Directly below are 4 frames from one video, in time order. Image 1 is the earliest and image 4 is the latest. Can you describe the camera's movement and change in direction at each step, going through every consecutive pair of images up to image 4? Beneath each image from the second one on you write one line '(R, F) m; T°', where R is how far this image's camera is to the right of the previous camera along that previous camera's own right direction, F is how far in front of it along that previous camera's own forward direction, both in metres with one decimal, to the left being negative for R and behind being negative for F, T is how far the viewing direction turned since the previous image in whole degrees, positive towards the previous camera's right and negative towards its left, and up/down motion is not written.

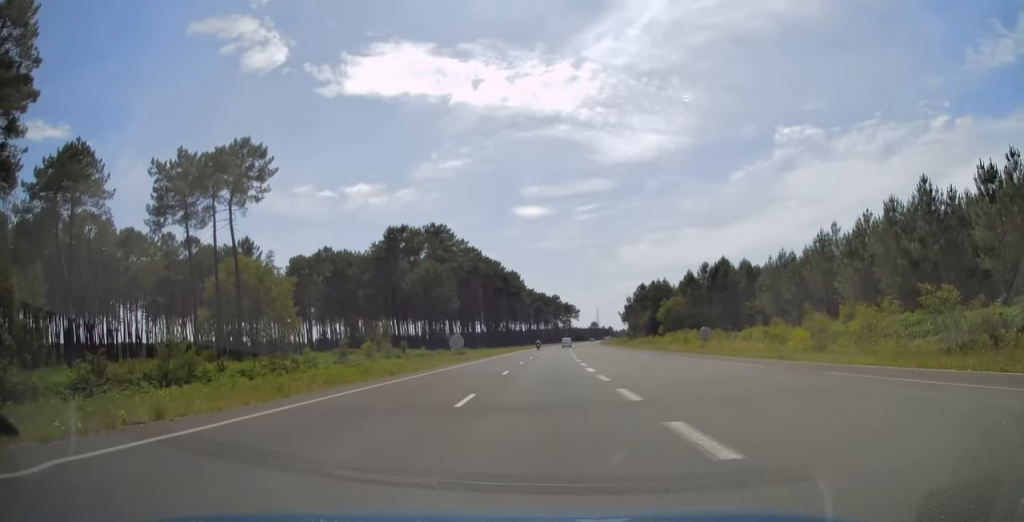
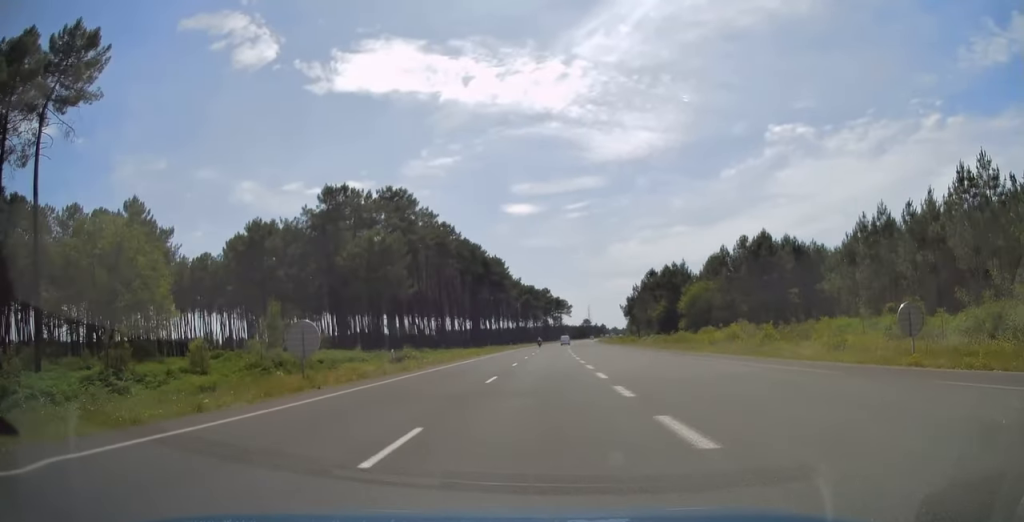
(+0.4, +32.1) m; +1°
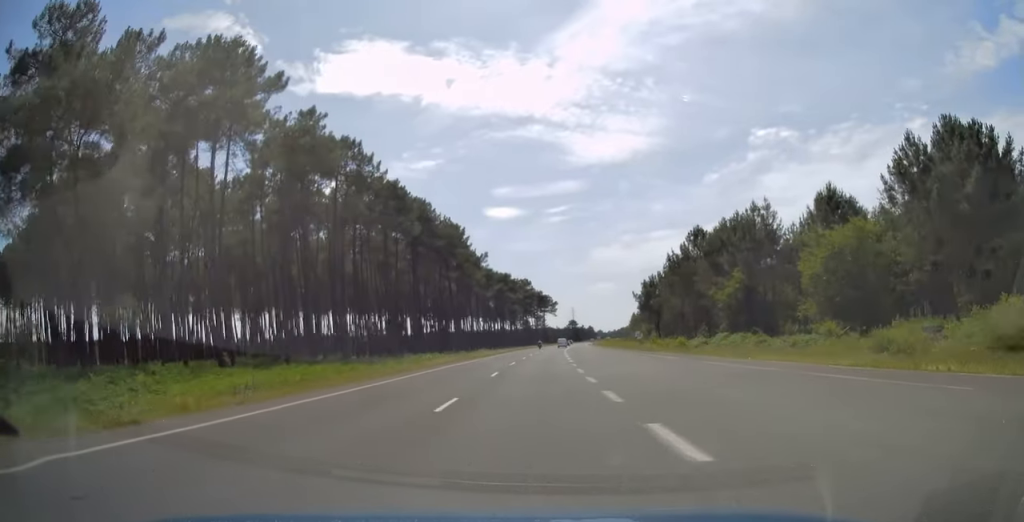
(+0.9, +59.0) m; +1°
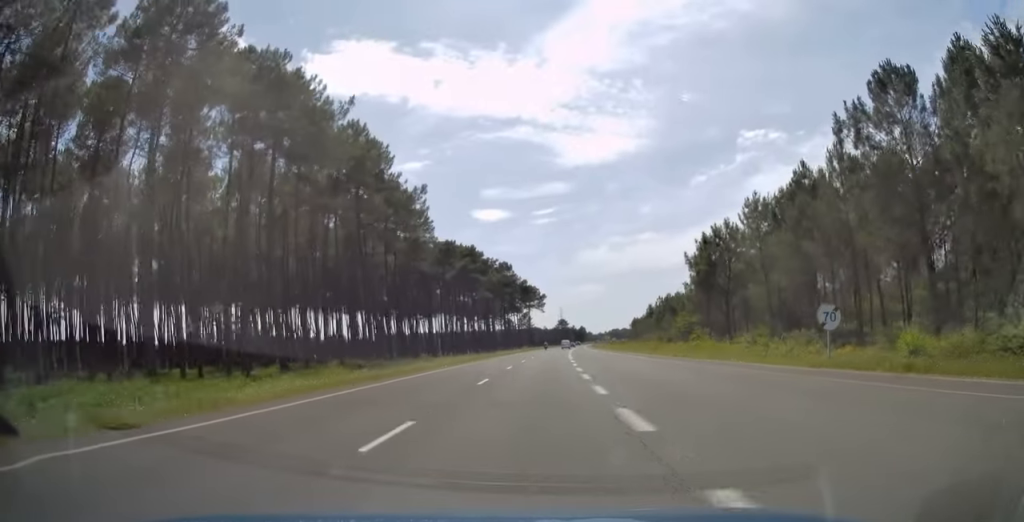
(+0.6, +55.7) m; +2°
